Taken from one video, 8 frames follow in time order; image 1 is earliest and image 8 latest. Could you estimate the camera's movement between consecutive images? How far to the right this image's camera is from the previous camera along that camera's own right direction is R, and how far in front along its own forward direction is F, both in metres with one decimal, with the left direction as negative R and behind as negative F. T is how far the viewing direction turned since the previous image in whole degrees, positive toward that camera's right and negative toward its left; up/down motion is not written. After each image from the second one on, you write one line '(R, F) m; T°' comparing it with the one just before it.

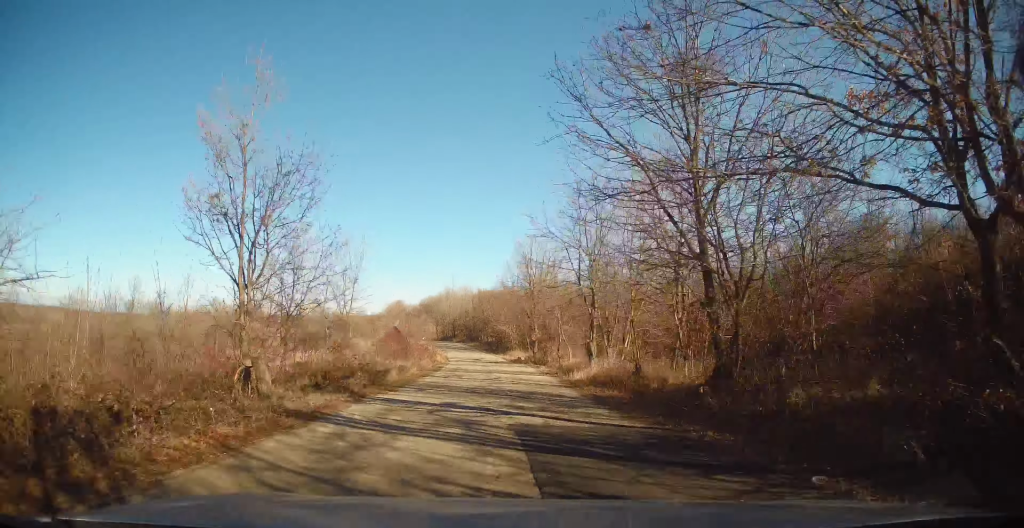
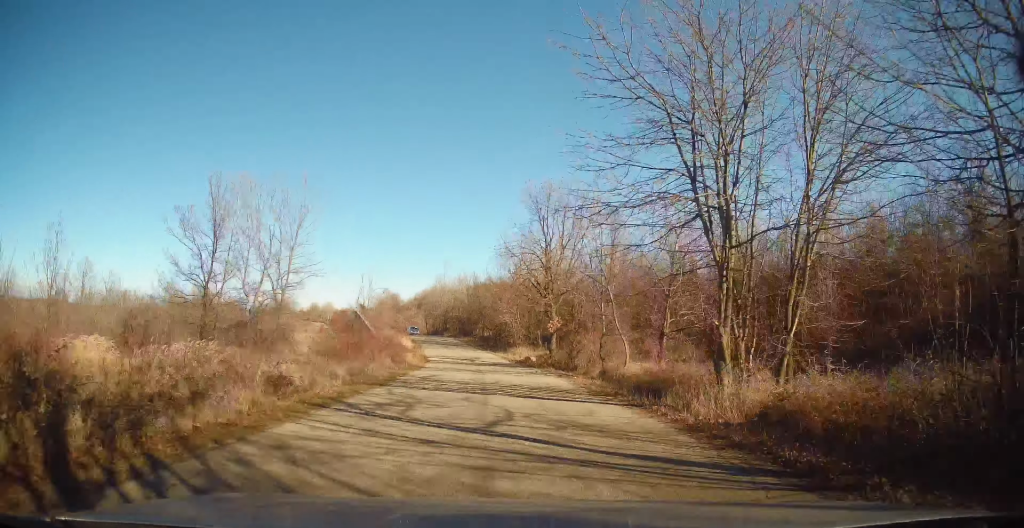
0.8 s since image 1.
(+0.1, +14.3) m; 0°
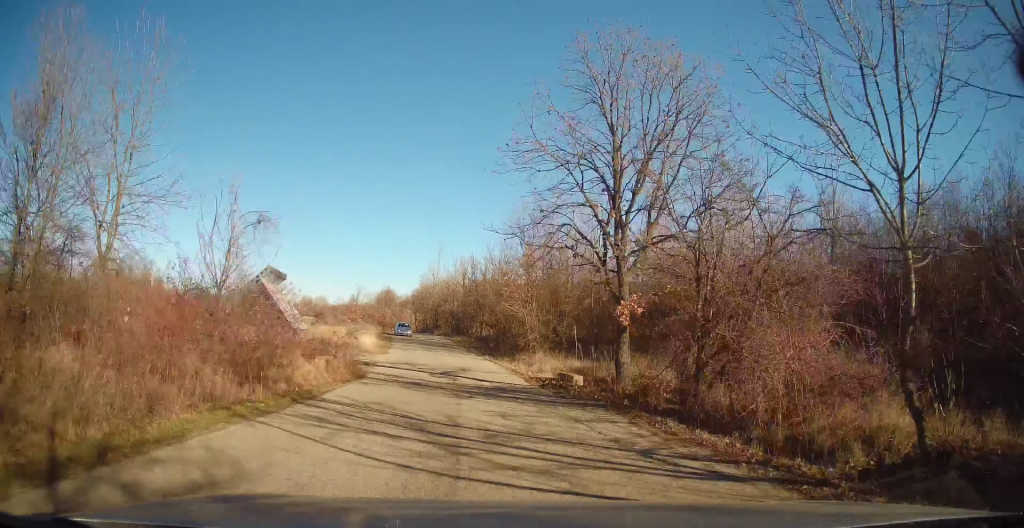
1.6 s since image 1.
(-0.2, +16.1) m; -2°
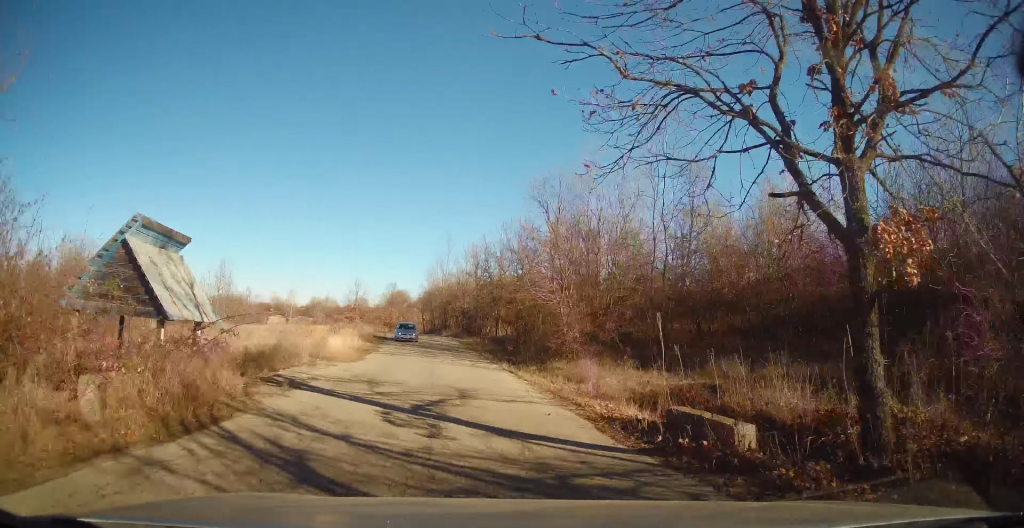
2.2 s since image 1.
(-0.1, +9.8) m; -1°
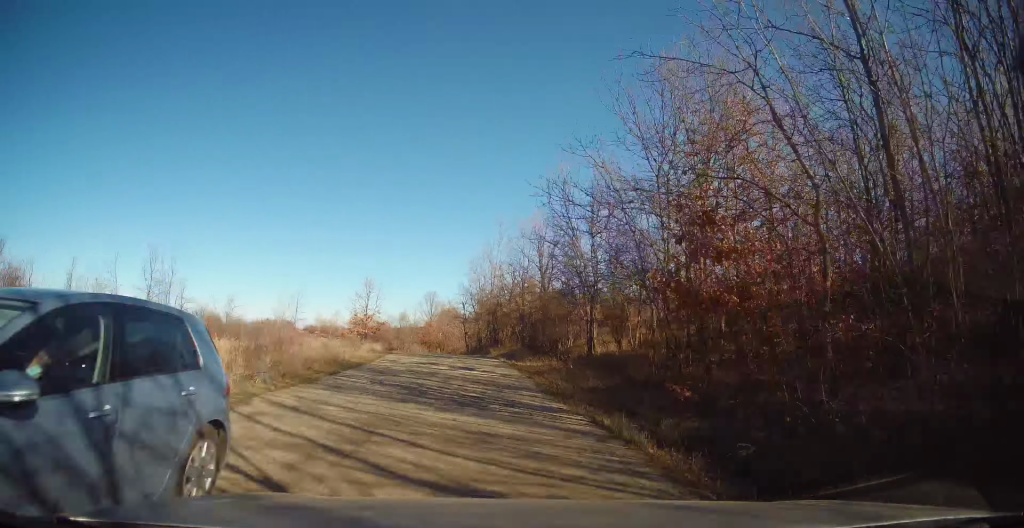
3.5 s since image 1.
(-0.5, +24.3) m; -5°
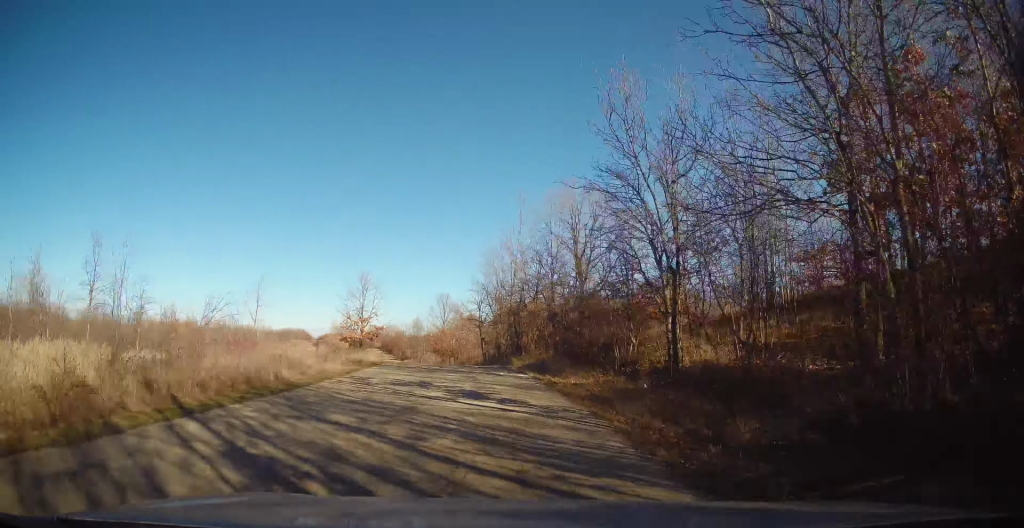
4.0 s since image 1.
(-0.4, +9.2) m; -2°
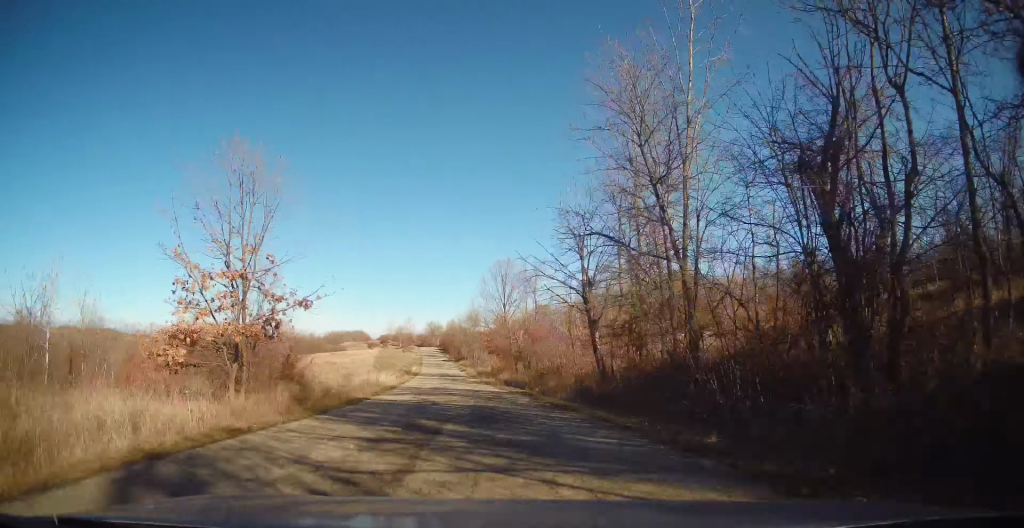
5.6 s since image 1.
(-1.9, +30.4) m; -7°
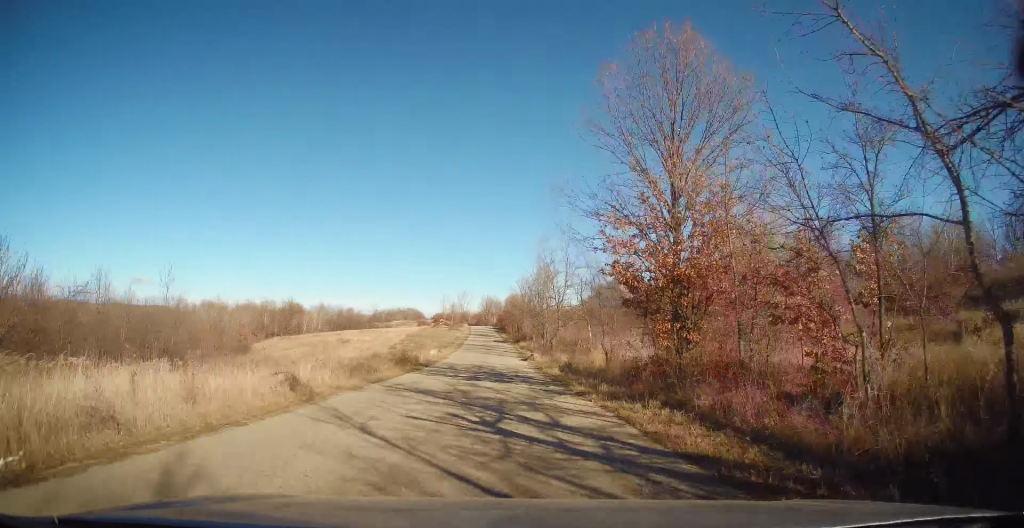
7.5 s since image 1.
(-1.7, +35.6) m; -6°
